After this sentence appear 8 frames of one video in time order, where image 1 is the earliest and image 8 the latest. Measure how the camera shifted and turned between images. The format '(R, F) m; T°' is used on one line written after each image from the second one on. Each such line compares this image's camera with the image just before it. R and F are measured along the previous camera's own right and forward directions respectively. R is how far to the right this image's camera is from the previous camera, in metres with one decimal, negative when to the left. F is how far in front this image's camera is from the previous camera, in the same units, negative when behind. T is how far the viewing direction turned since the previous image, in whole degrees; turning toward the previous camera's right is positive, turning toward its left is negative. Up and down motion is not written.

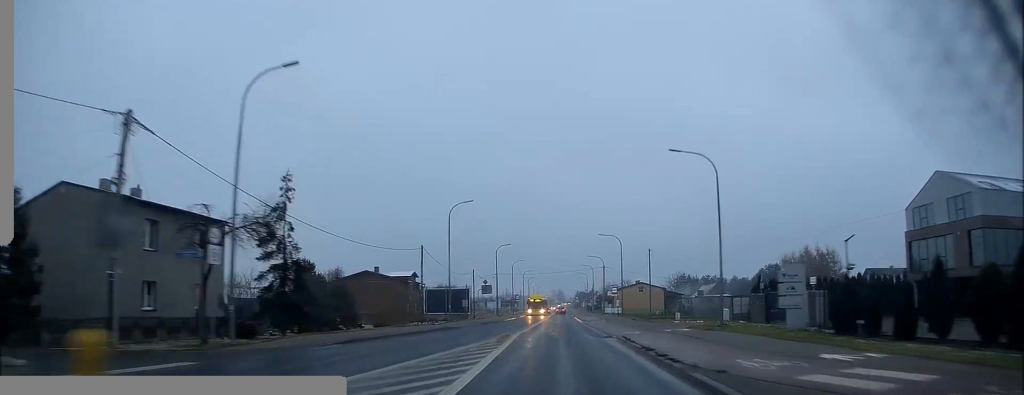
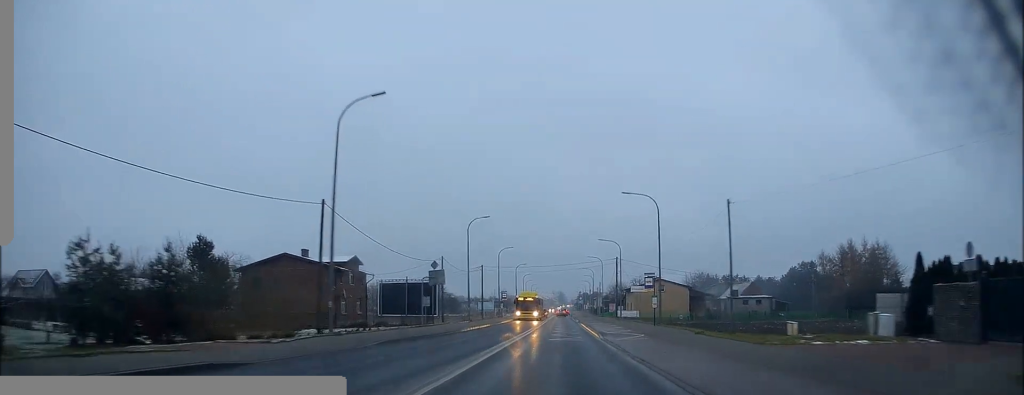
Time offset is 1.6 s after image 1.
(0.0, +25.2) m; 0°
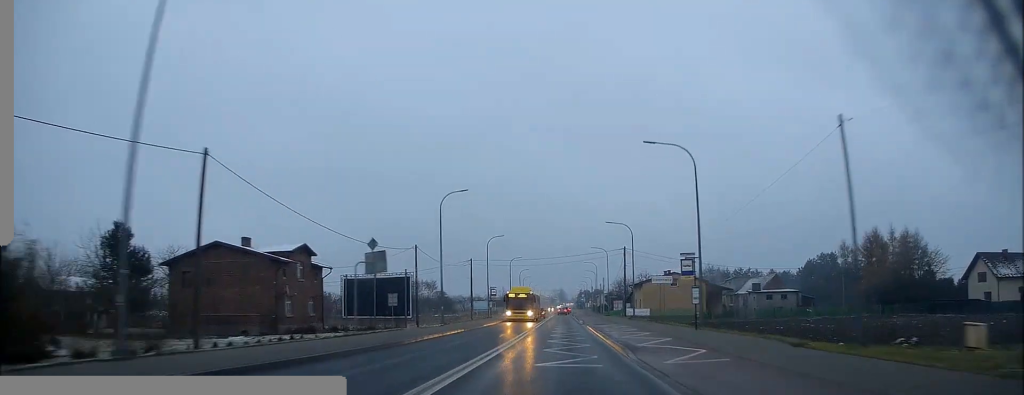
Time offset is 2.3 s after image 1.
(0.0, +12.2) m; 0°
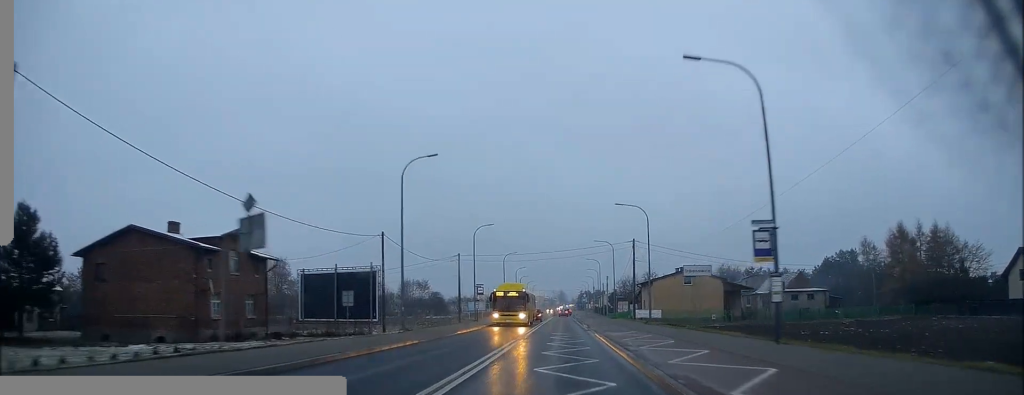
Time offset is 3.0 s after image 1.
(0.0, +10.6) m; 0°
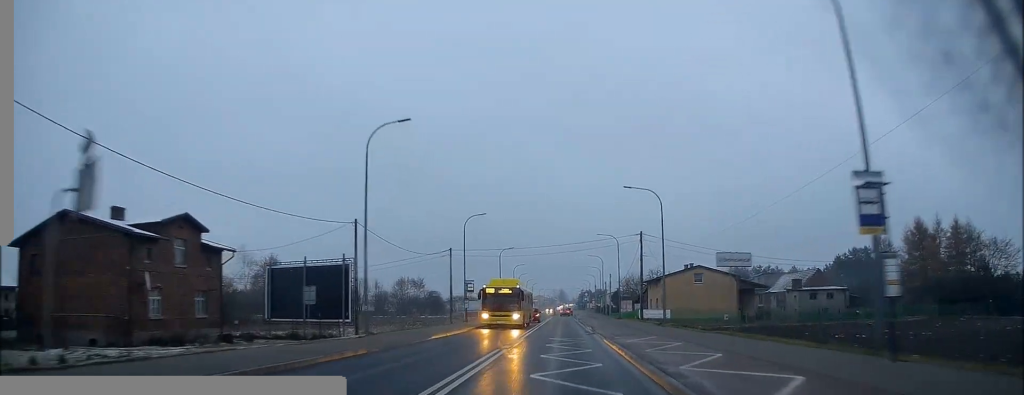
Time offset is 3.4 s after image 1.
(0.0, +6.4) m; 0°
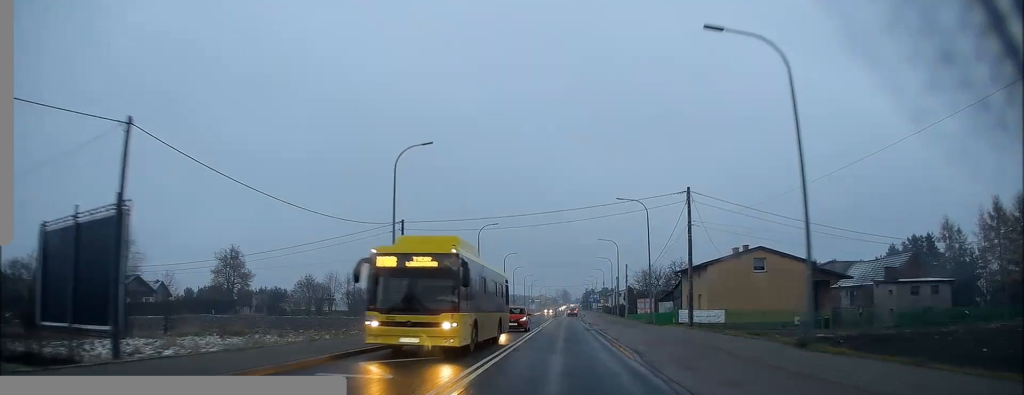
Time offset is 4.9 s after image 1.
(+0.1, +23.6) m; +1°
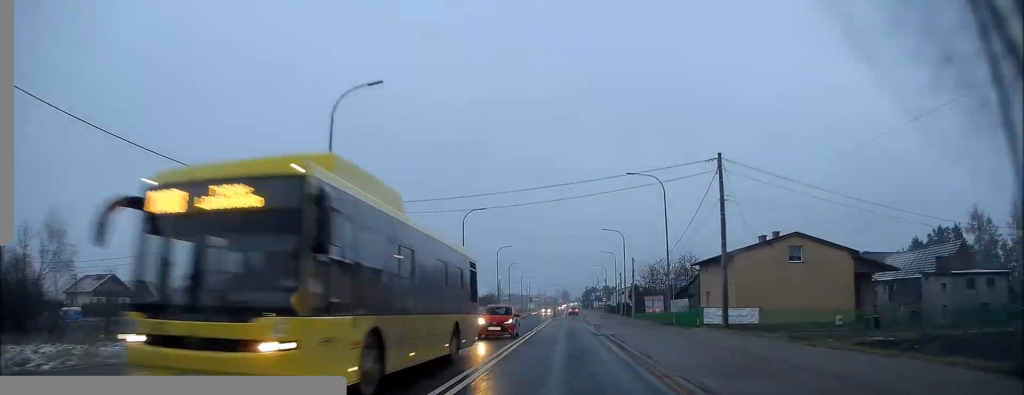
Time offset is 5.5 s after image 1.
(0.0, +9.4) m; 0°
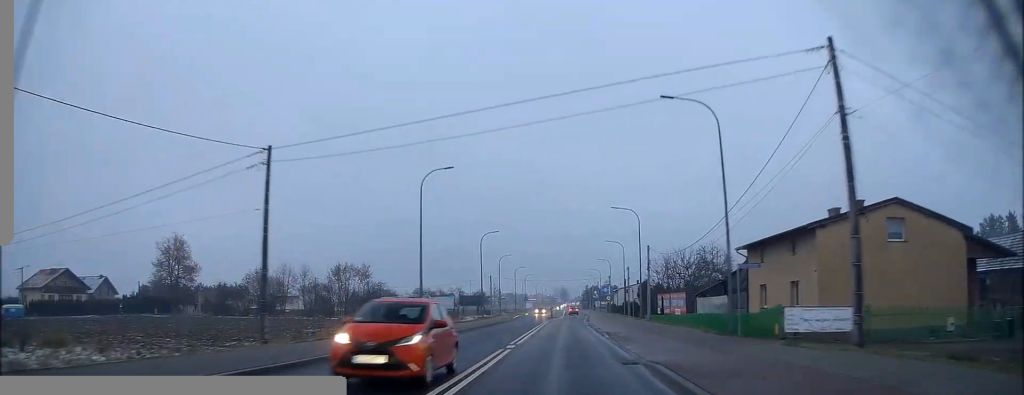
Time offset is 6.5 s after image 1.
(0.0, +15.0) m; -1°
